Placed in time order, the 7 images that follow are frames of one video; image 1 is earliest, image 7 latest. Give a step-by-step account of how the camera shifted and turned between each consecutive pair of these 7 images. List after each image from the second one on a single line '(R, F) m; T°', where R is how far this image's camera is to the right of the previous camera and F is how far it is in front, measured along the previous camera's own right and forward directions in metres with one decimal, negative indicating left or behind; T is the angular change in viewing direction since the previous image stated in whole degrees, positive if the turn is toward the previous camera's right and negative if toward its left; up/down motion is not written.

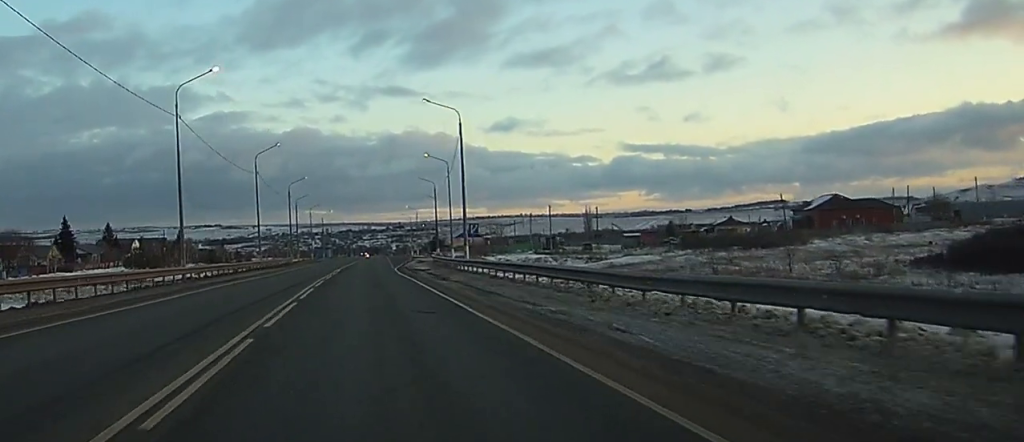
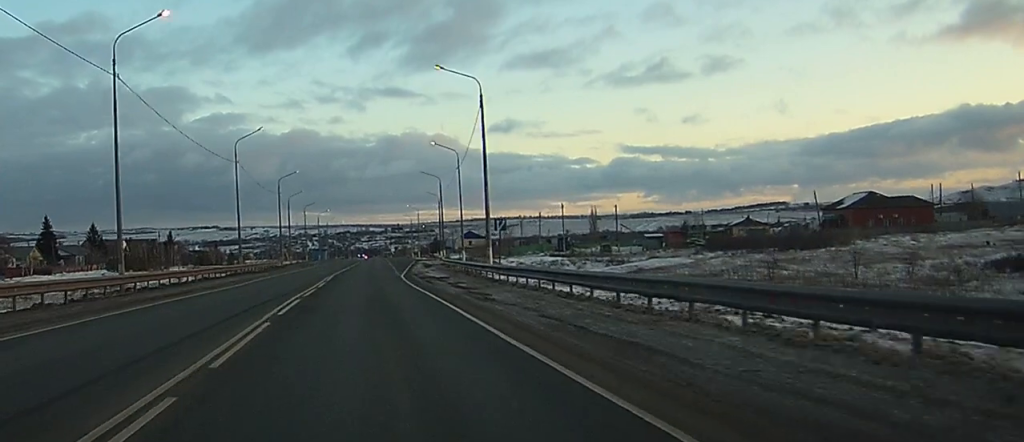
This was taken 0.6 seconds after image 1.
(0.0, +12.4) m; 0°
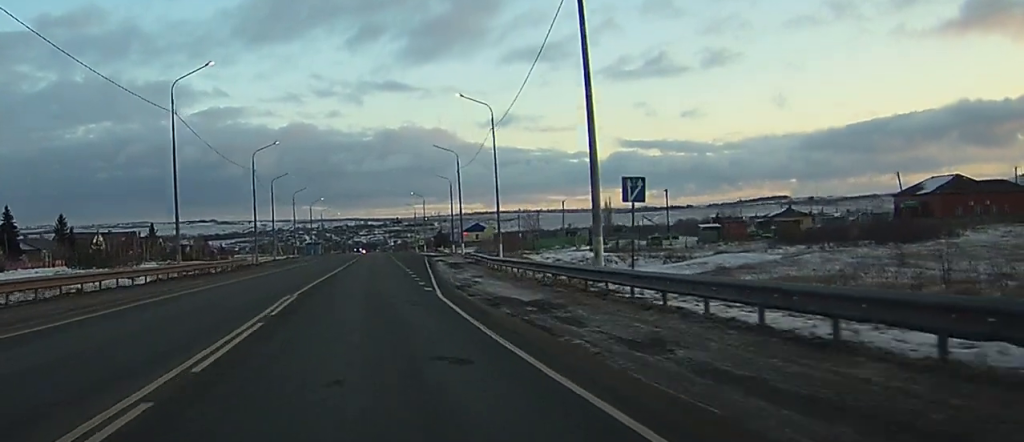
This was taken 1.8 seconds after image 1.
(+0.1, +24.0) m; 0°
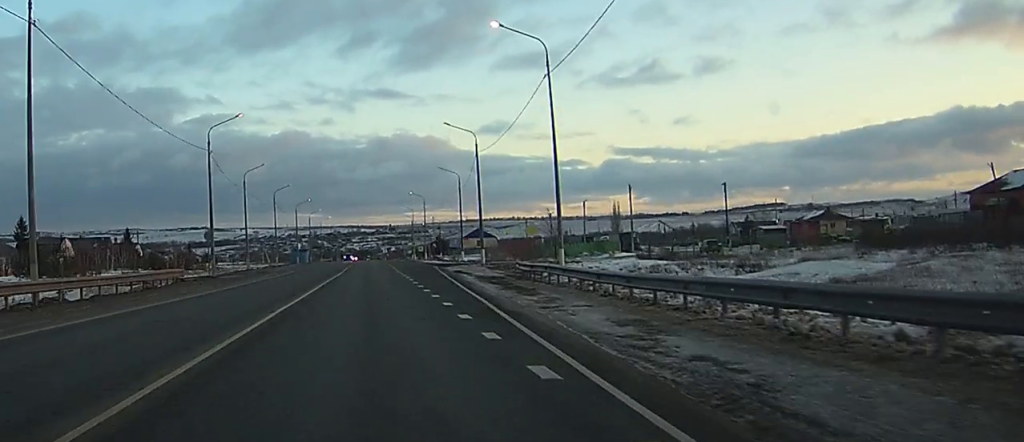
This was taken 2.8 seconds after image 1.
(0.0, +21.1) m; 0°
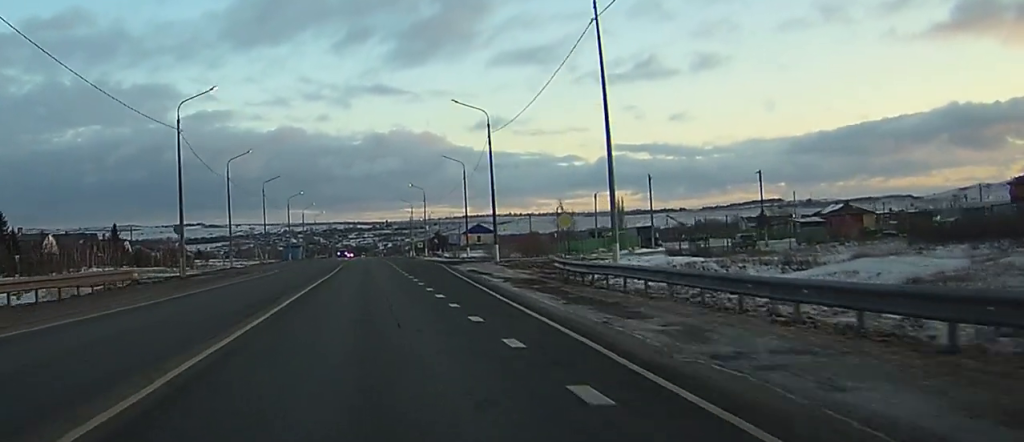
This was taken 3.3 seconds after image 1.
(0.0, +9.5) m; 0°
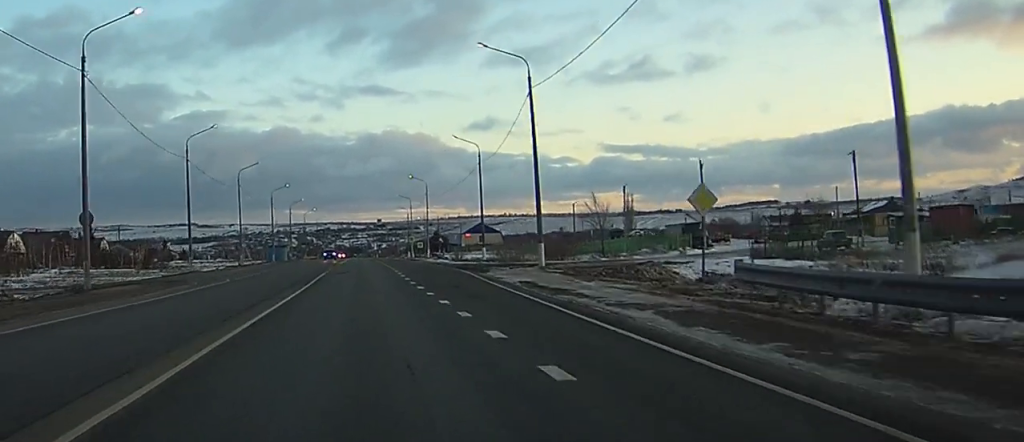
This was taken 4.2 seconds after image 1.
(+0.1, +18.3) m; 0°
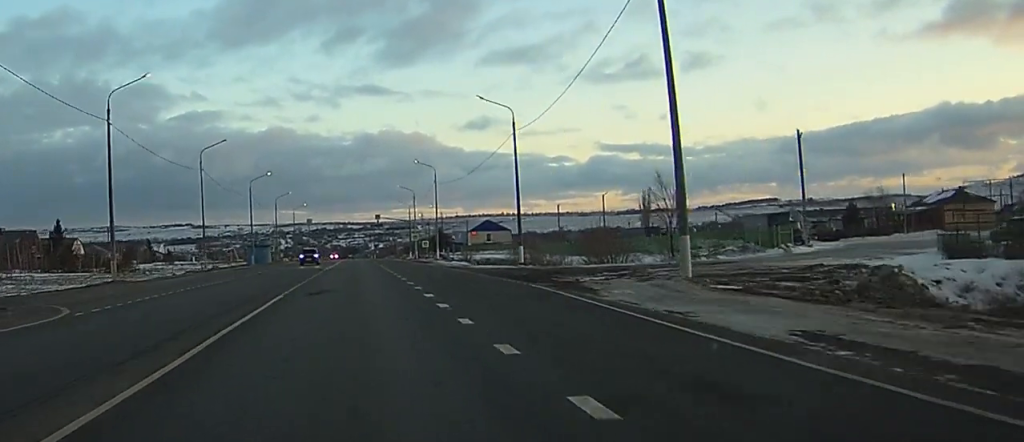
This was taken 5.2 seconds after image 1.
(0.0, +21.6) m; 0°
